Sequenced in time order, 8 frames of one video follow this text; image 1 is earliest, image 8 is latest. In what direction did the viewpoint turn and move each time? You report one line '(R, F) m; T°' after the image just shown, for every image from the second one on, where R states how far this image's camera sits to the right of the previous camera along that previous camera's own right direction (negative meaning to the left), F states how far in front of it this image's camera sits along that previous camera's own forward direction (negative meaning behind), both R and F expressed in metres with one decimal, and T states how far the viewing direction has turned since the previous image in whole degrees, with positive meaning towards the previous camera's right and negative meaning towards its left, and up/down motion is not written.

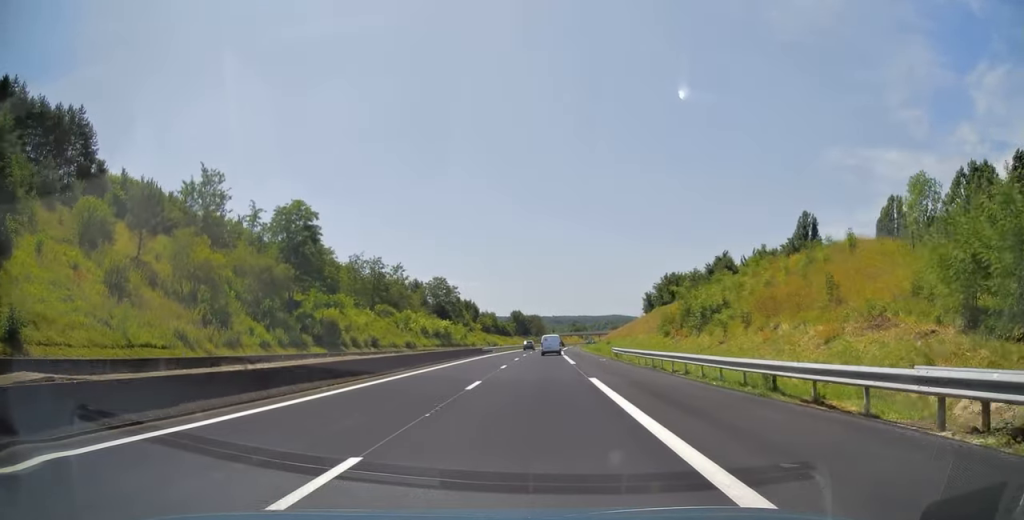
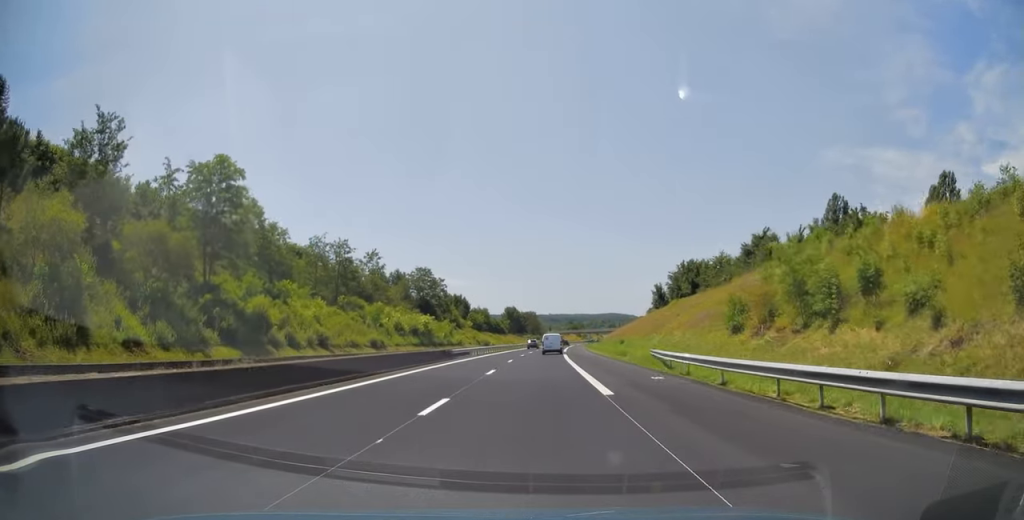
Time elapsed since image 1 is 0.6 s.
(0.0, +19.0) m; 0°
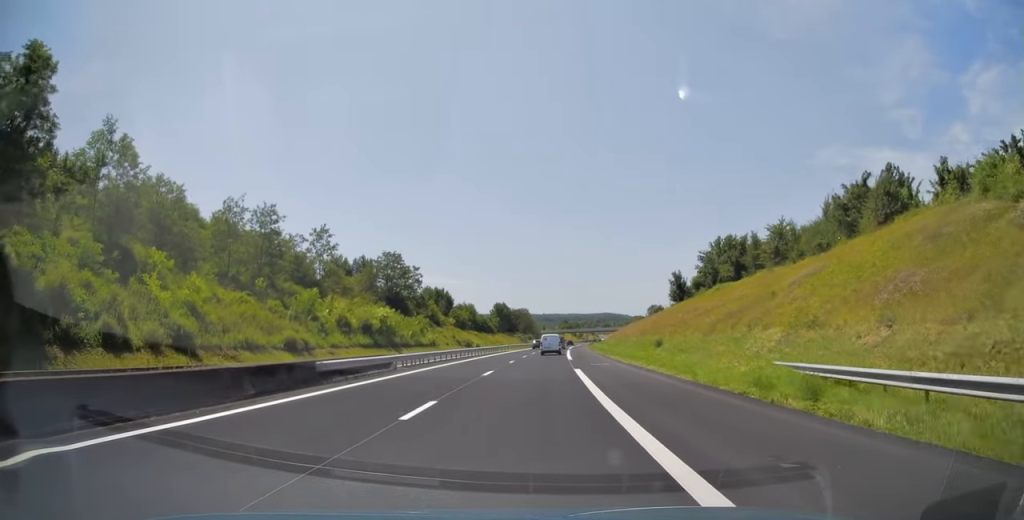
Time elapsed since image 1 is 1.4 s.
(+0.1, +26.5) m; +1°
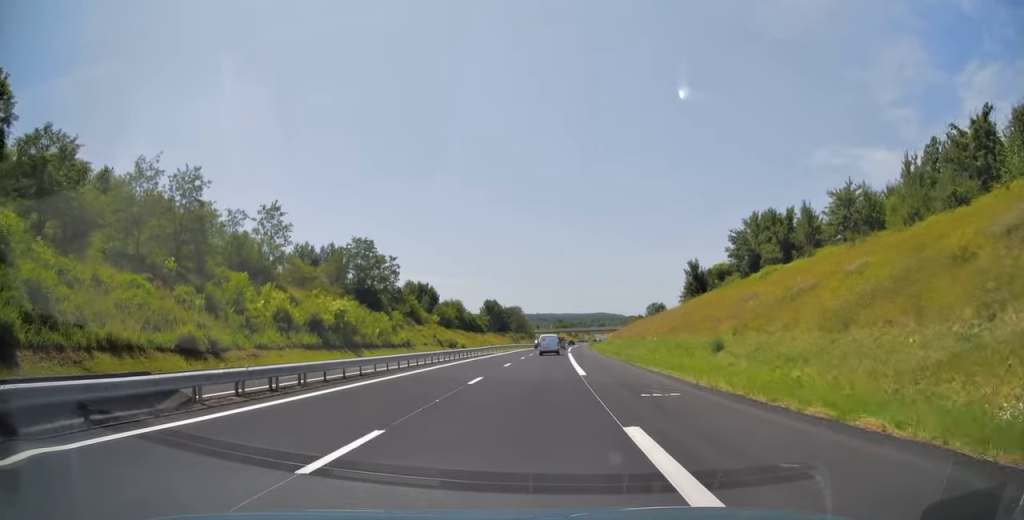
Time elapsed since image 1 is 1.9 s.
(0.0, +17.3) m; 0°
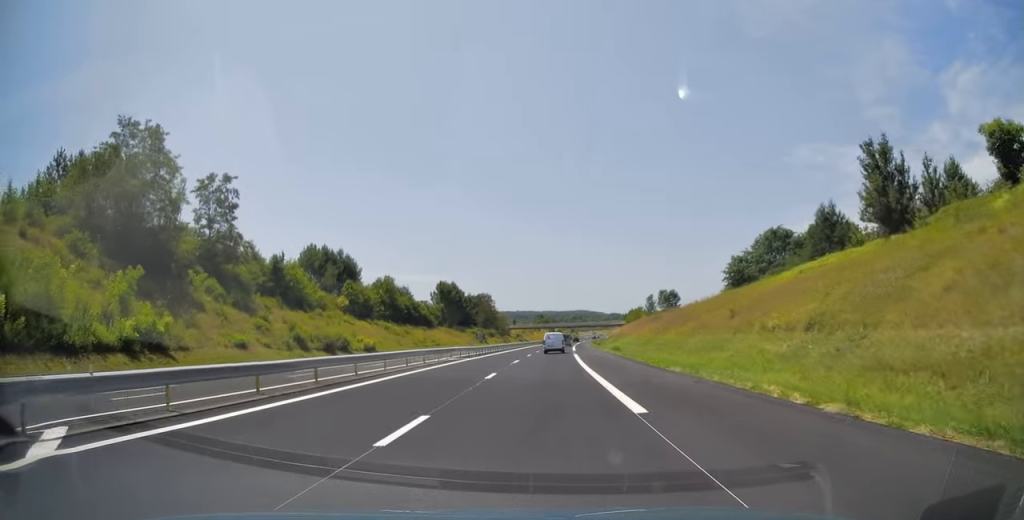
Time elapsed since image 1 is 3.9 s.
(+1.1, +63.3) m; +2°
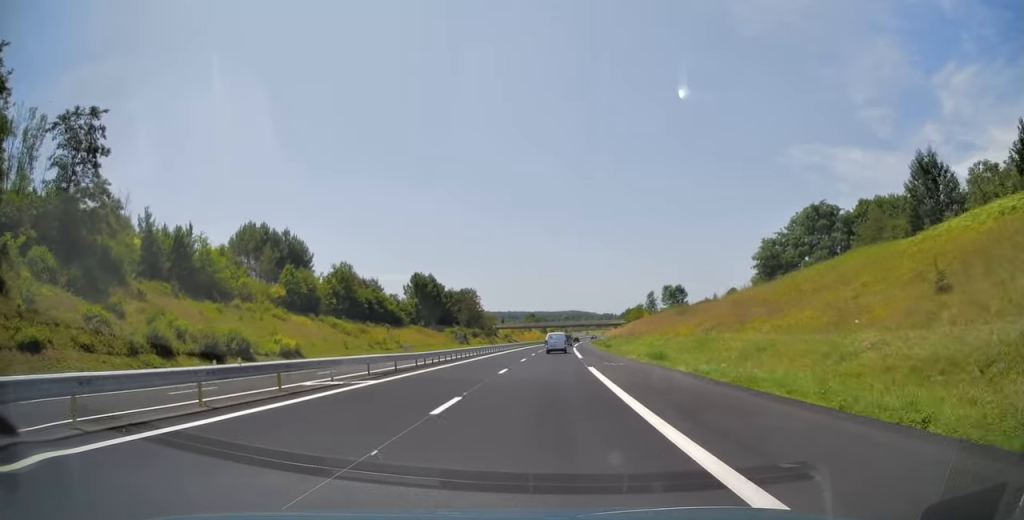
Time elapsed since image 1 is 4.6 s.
(0.0, +22.7) m; +1°
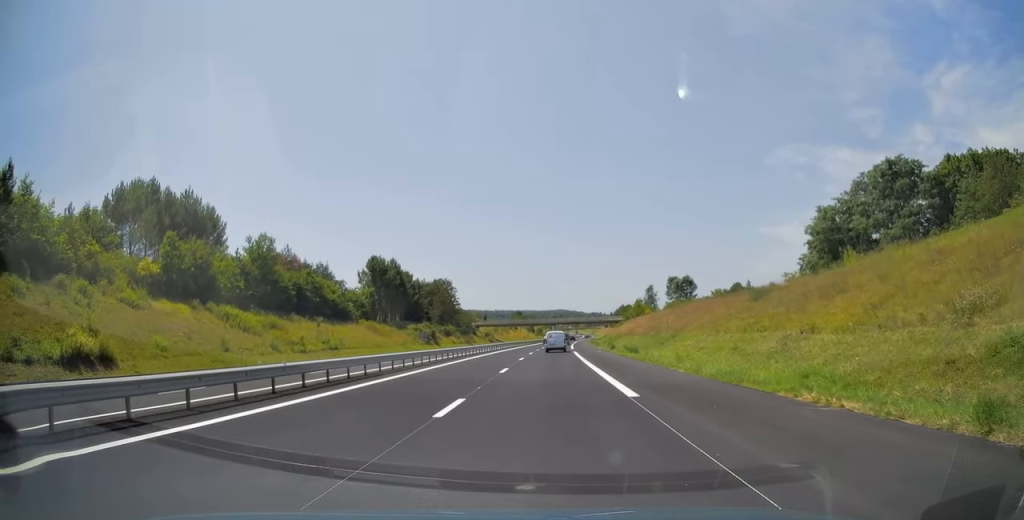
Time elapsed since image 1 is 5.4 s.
(+0.3, +26.5) m; +1°
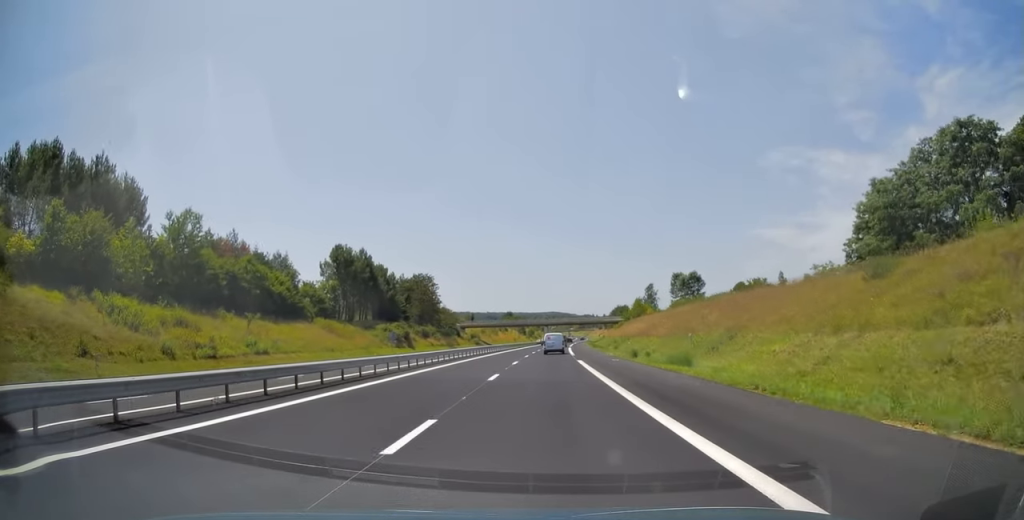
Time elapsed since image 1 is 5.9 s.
(+0.1, +16.2) m; +1°
